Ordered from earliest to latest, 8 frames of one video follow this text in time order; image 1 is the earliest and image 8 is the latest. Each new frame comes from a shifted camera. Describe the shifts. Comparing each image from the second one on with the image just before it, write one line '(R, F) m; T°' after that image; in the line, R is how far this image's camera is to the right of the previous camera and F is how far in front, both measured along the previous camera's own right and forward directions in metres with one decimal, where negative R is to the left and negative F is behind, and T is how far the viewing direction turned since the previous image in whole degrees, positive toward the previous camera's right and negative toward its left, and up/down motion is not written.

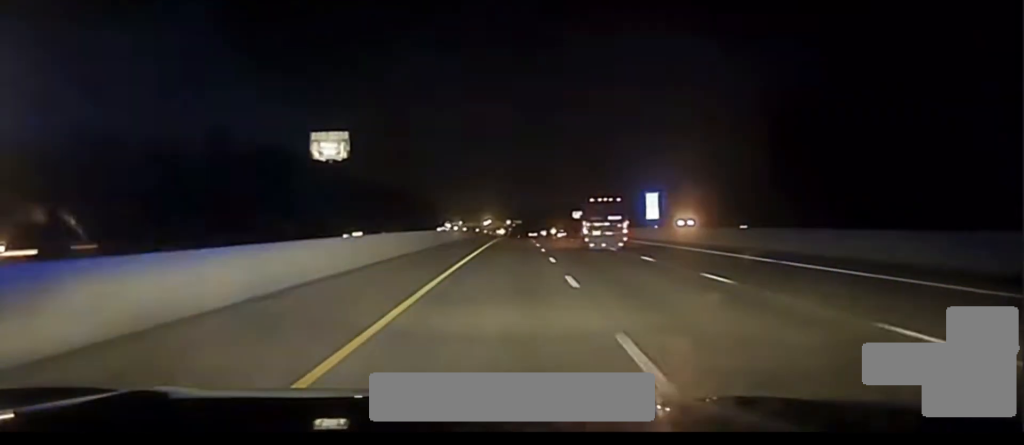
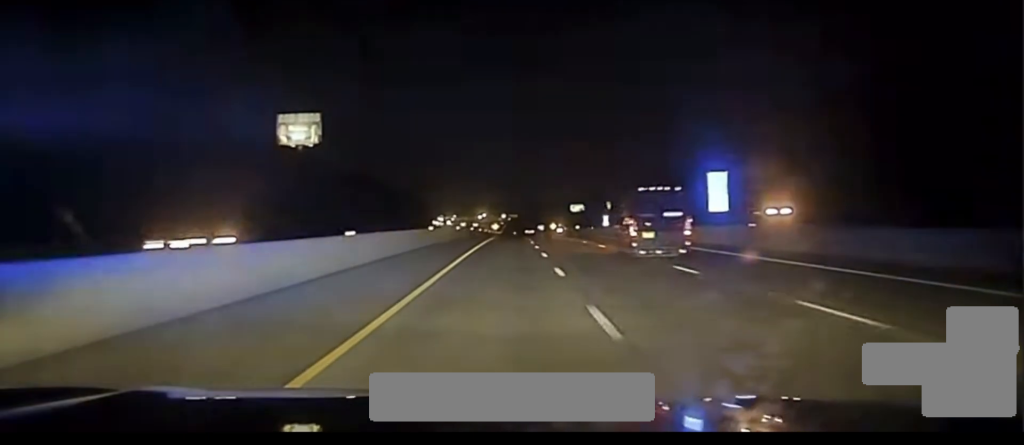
(+0.1, +35.2) m; 0°
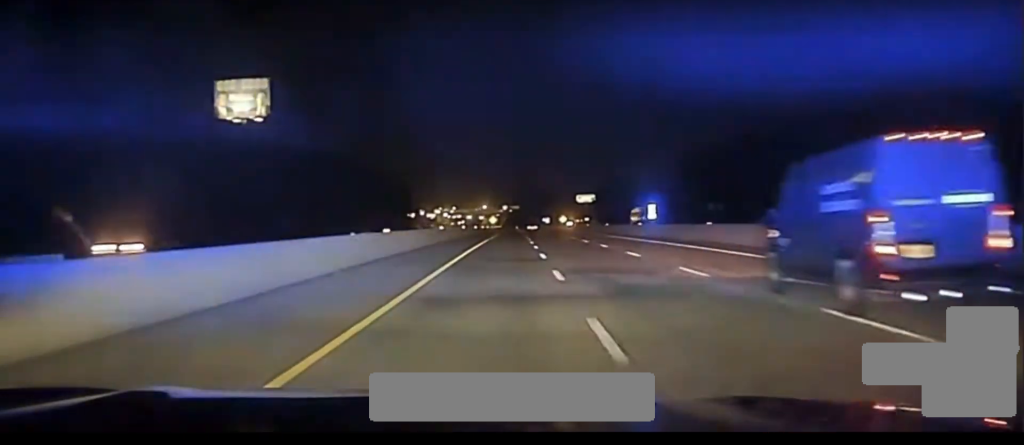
(0.0, +51.7) m; 0°
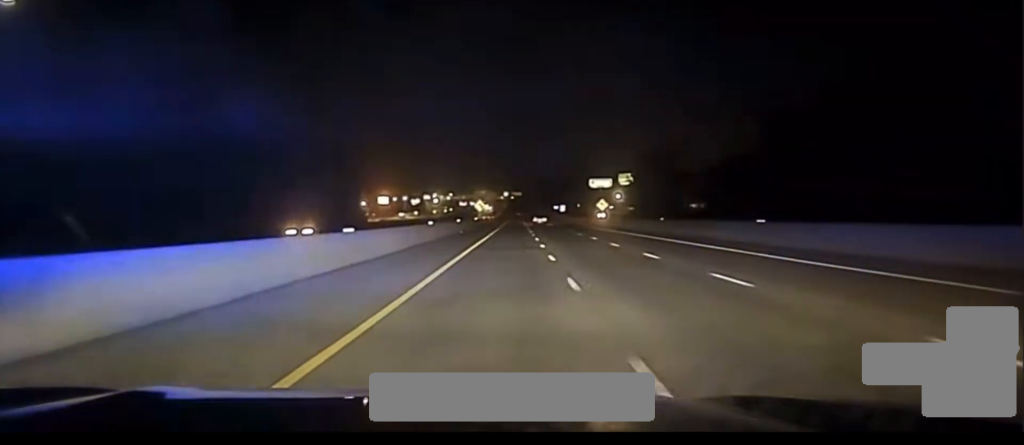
(-0.2, +95.0) m; 0°
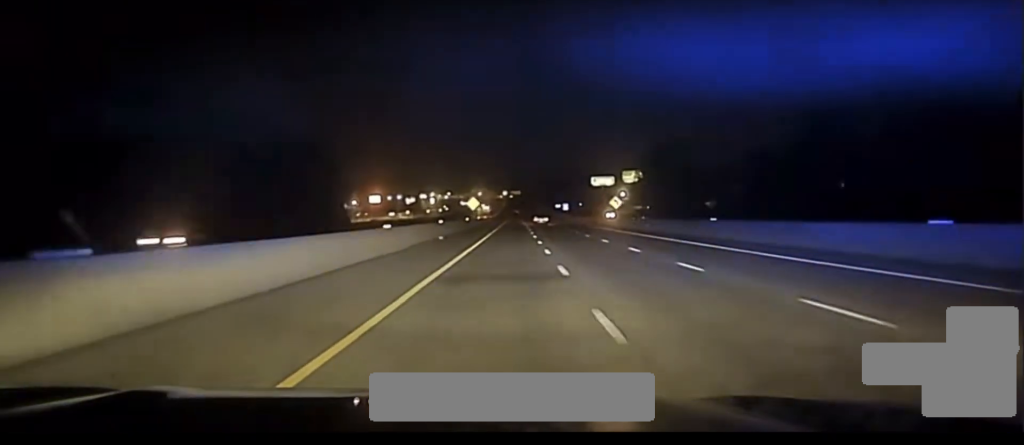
(0.0, +17.2) m; 0°
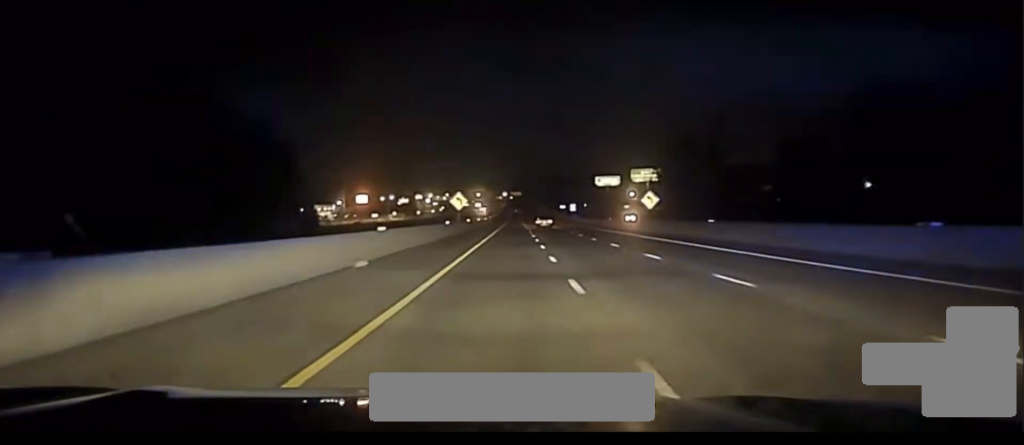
(+0.1, +25.9) m; 0°
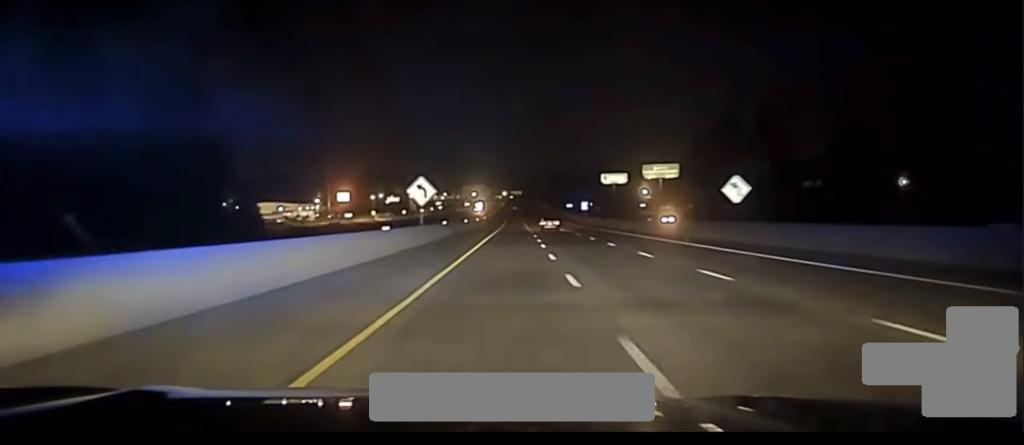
(0.0, +35.7) m; 0°
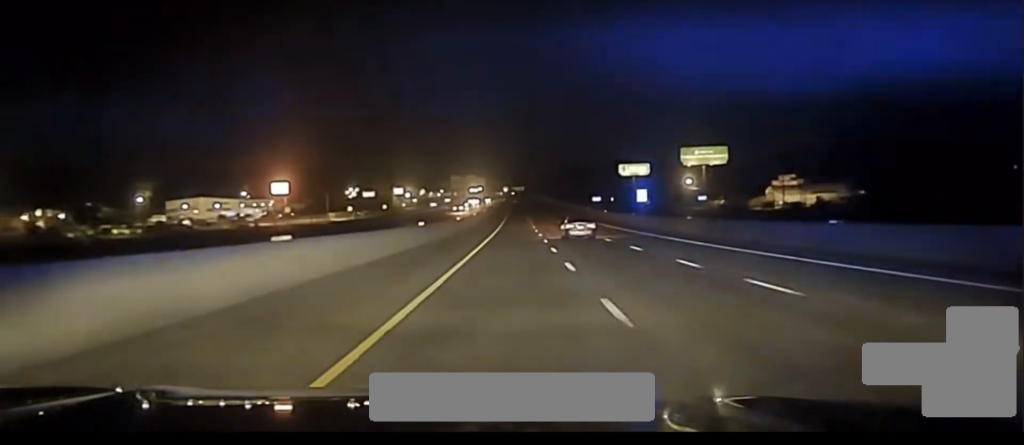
(-0.2, +84.1) m; 0°
